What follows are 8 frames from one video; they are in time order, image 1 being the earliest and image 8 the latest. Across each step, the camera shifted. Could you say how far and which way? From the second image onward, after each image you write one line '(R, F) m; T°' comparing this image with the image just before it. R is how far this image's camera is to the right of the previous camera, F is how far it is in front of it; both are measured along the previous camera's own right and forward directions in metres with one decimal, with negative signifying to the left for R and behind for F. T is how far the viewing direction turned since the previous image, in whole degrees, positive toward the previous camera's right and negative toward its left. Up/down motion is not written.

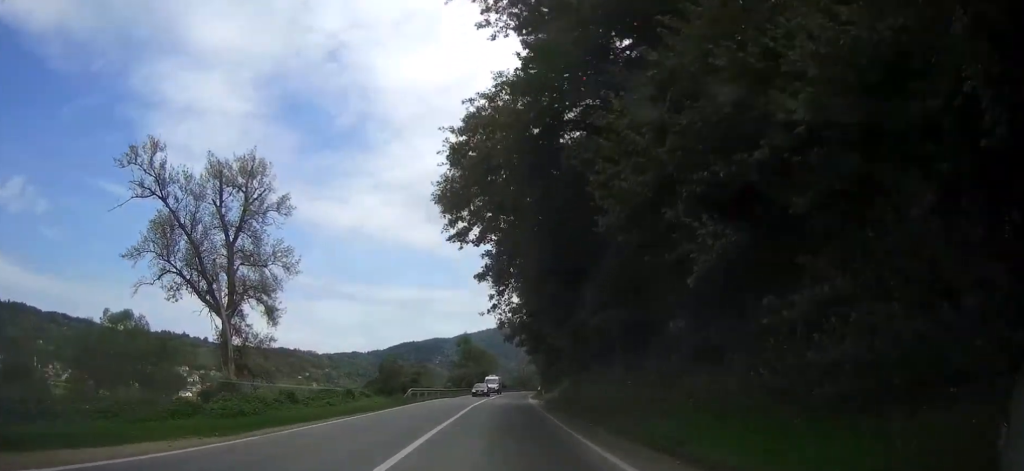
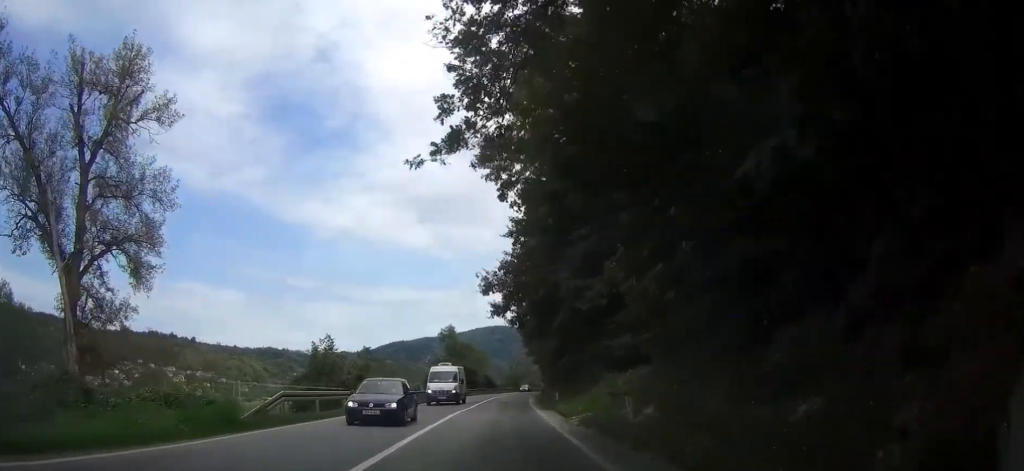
(0.0, +24.8) m; +1°
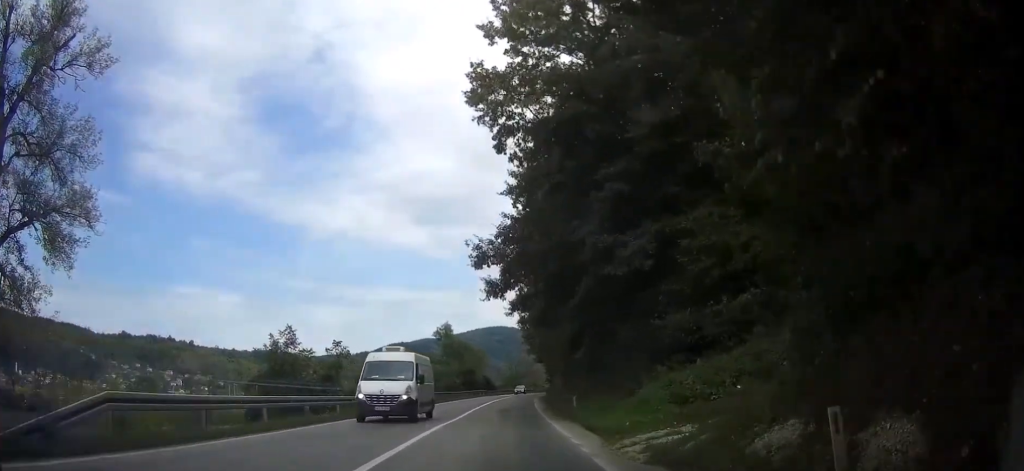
(+0.2, +9.5) m; 0°
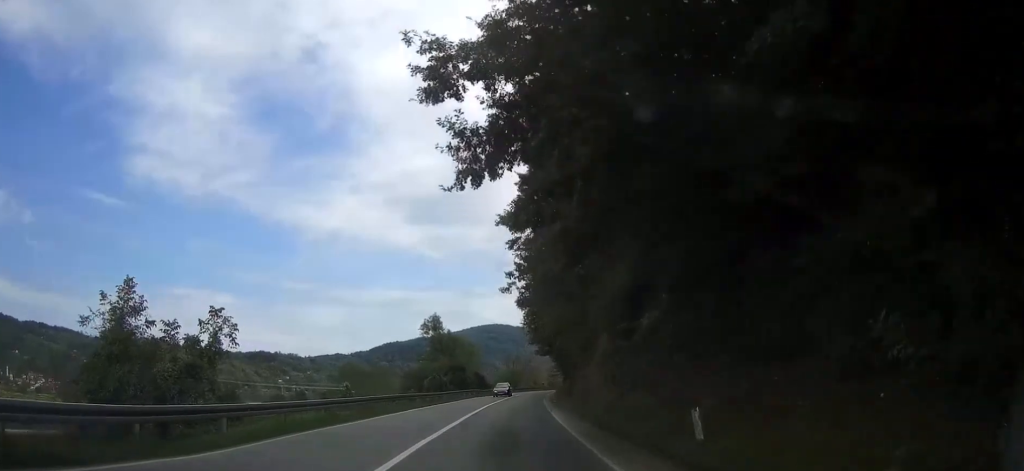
(+0.1, +19.0) m; +1°
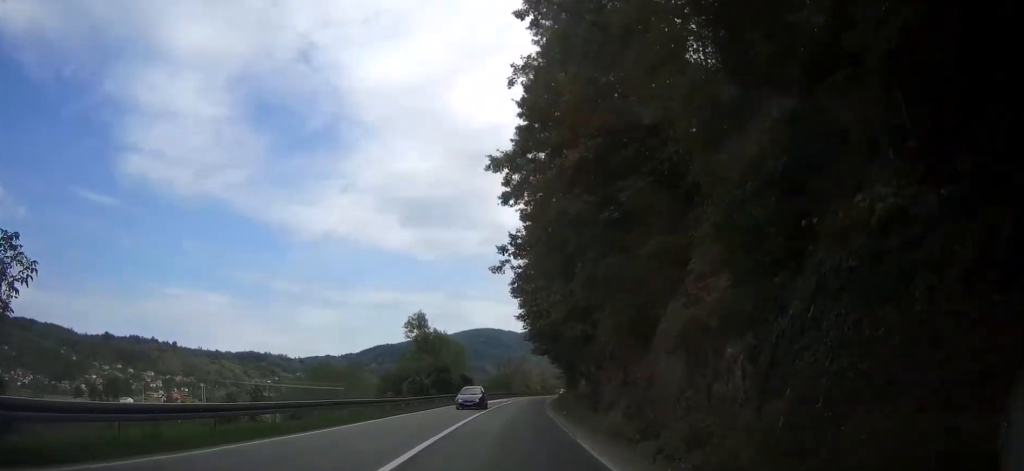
(0.0, +12.7) m; 0°
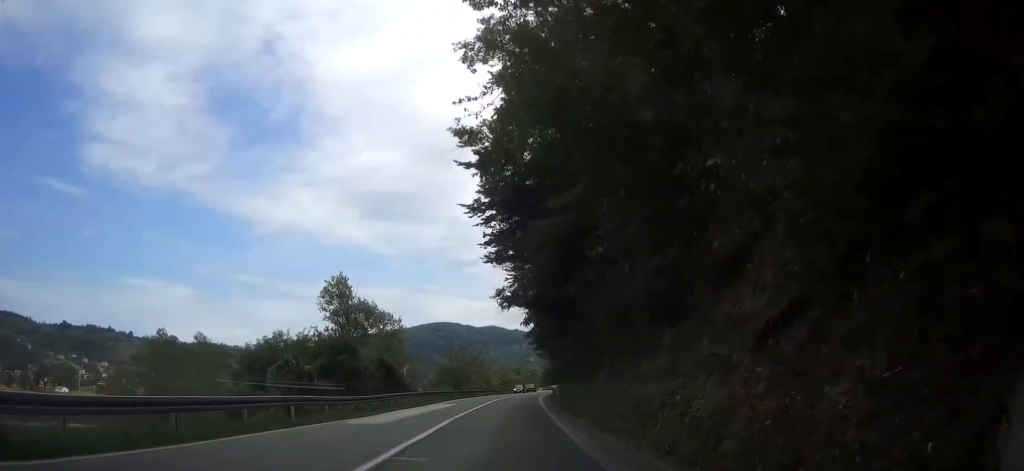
(+0.8, +40.5) m; +3°
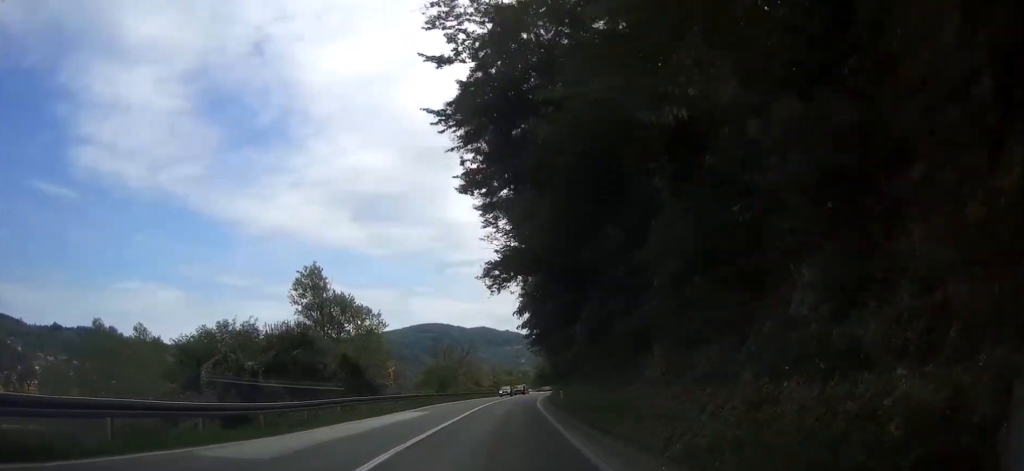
(+0.1, +10.0) m; +1°
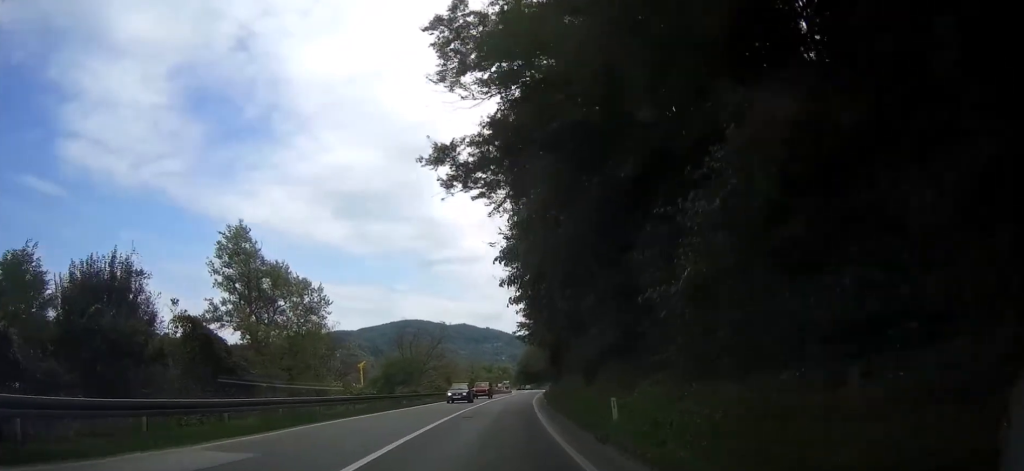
(+0.3, +21.7) m; +2°
